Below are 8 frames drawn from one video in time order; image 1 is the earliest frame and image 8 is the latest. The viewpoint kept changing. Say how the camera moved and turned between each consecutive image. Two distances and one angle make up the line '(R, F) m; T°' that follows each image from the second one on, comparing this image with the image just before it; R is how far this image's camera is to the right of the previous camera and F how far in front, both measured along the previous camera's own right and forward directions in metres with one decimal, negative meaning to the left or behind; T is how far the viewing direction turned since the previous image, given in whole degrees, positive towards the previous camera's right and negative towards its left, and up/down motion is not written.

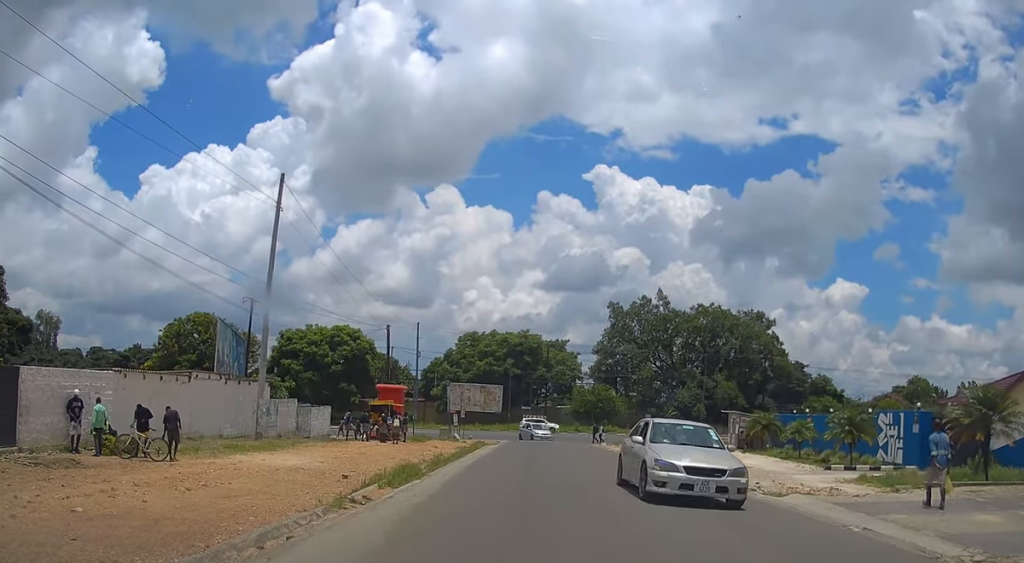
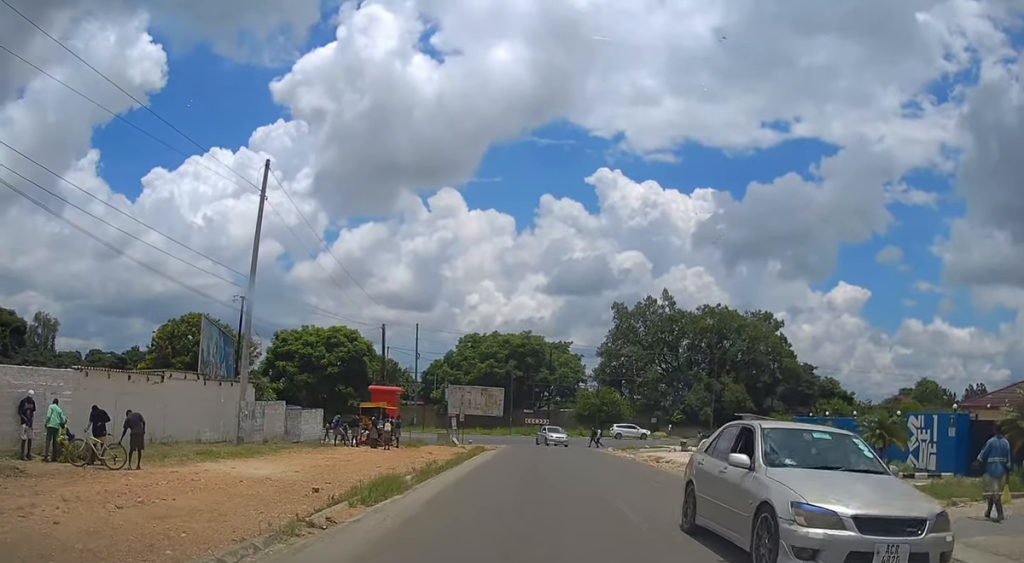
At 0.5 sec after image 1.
(-0.1, +2.2) m; 0°
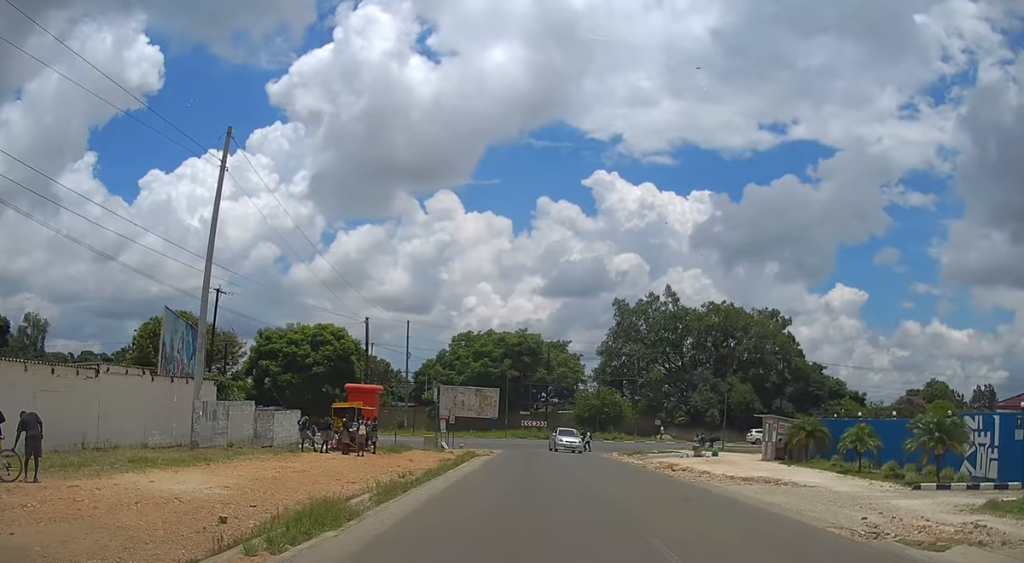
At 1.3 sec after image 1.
(+0.1, +3.7) m; -1°
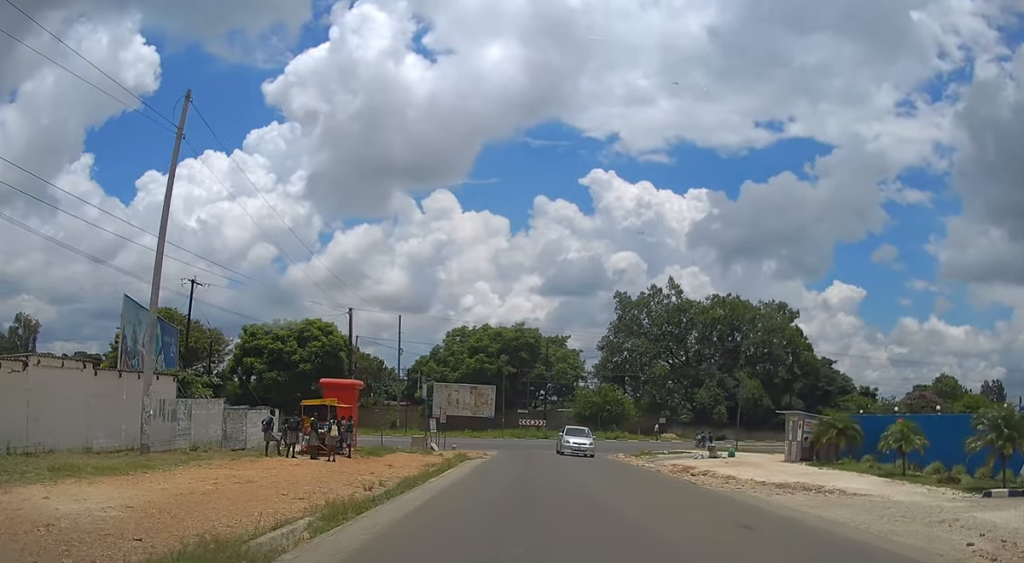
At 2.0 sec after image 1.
(0.0, +3.2) m; -1°
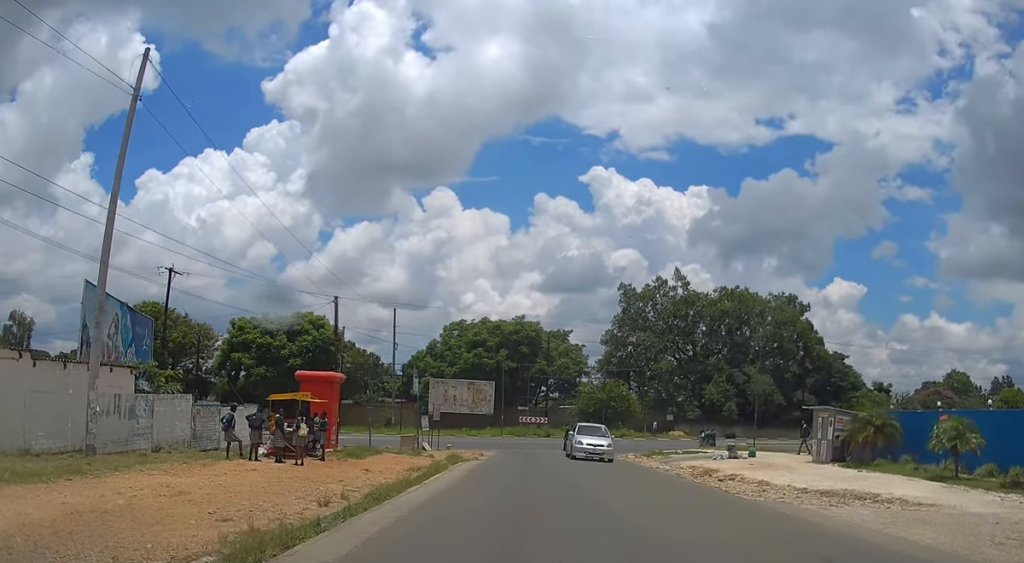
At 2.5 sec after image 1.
(-0.1, +3.0) m; -2°
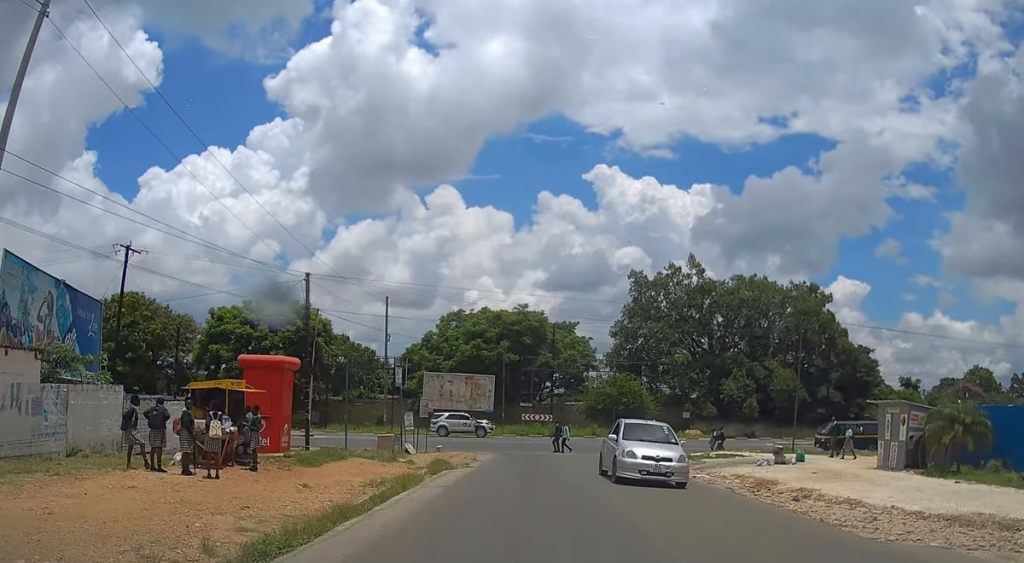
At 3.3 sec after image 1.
(-0.1, +5.2) m; 0°
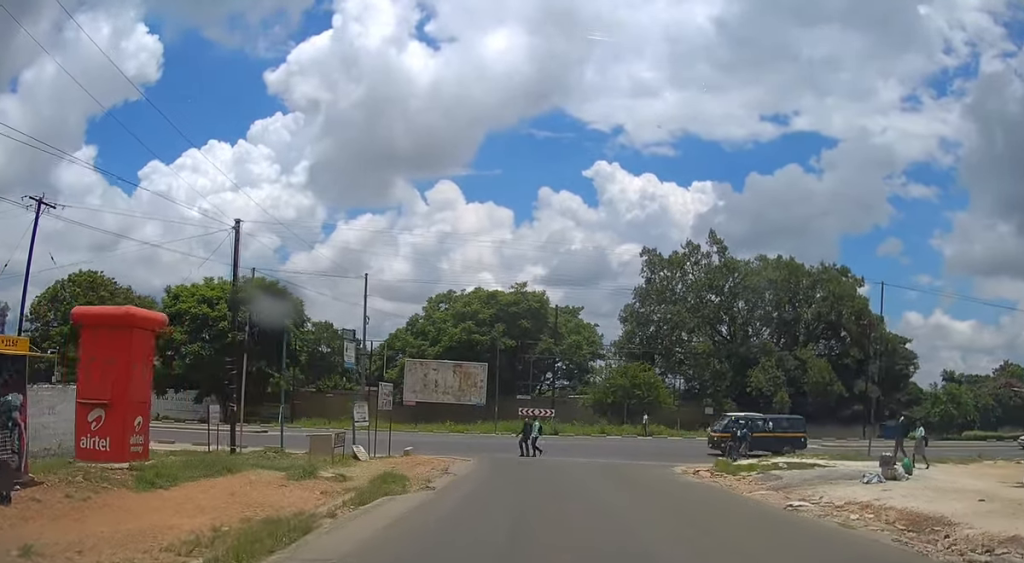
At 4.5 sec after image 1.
(+0.1, +8.1) m; +2°
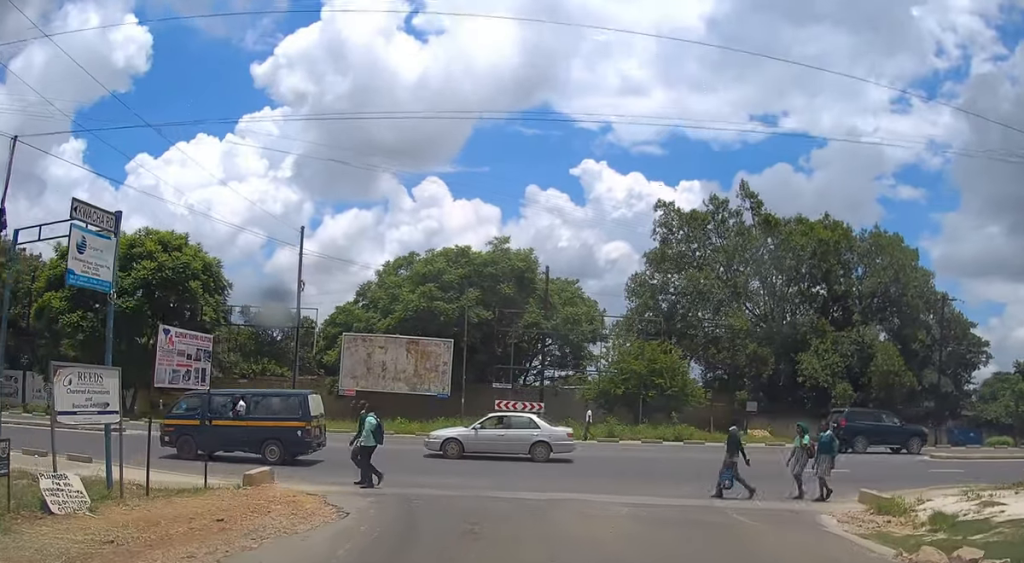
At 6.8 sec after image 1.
(+0.2, +15.2) m; 0°
